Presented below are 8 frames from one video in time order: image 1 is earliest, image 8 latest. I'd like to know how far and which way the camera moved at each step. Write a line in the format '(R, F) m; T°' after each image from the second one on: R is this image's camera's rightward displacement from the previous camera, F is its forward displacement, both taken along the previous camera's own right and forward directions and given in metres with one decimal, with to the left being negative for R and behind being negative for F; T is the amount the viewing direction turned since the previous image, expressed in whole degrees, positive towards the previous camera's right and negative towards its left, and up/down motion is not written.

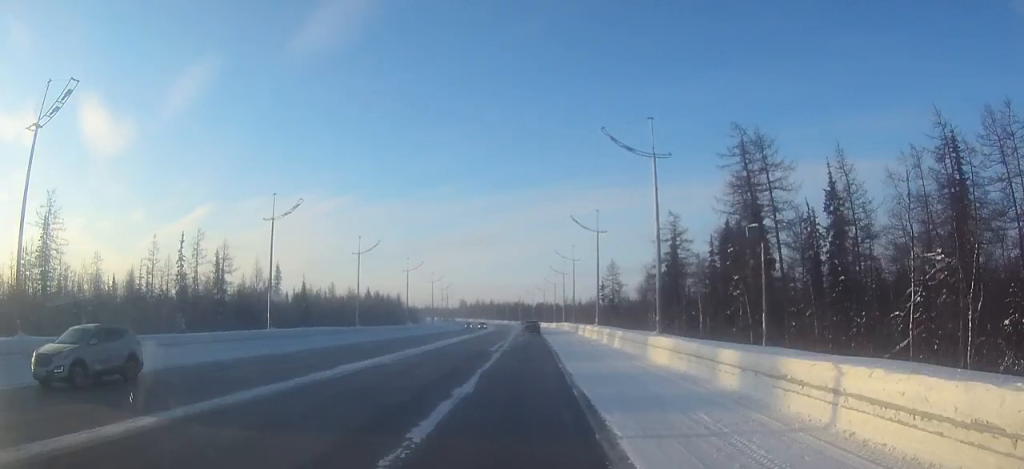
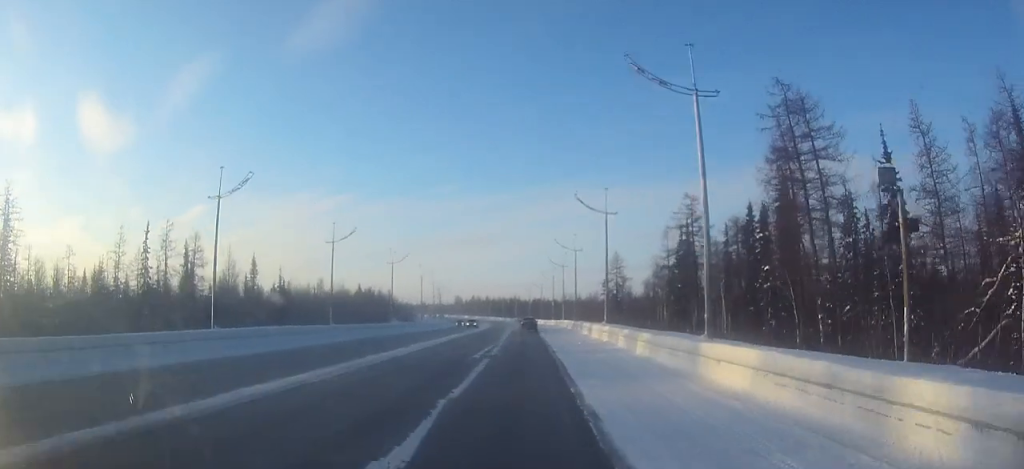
(0.0, +8.2) m; 0°
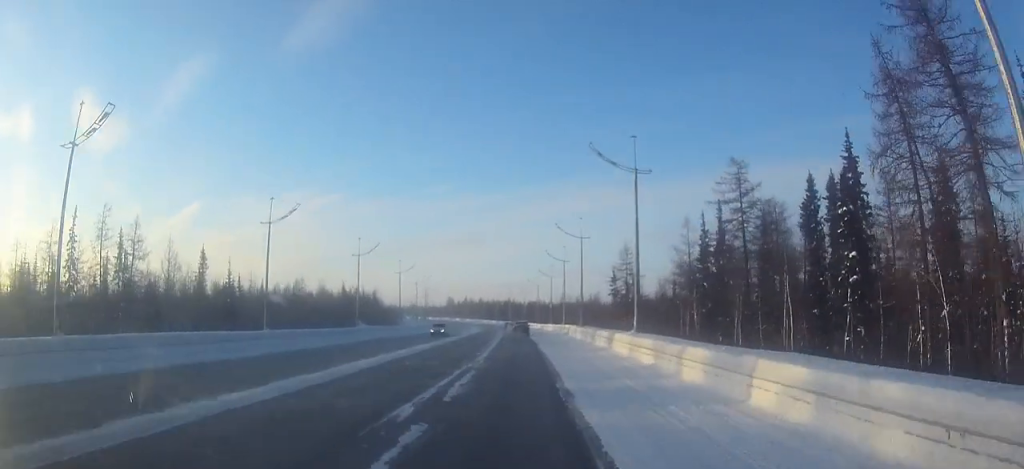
(0.0, +14.6) m; 0°
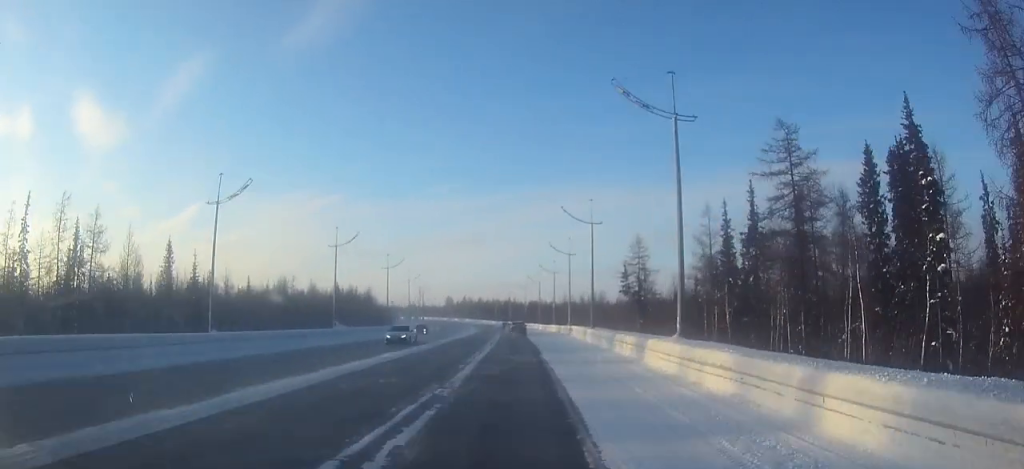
(0.0, +8.8) m; 0°
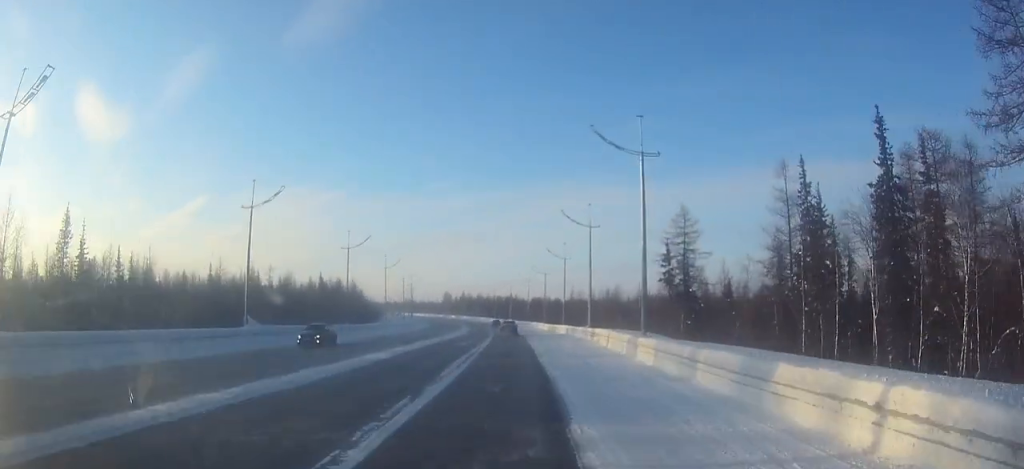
(-0.1, +20.6) m; -1°
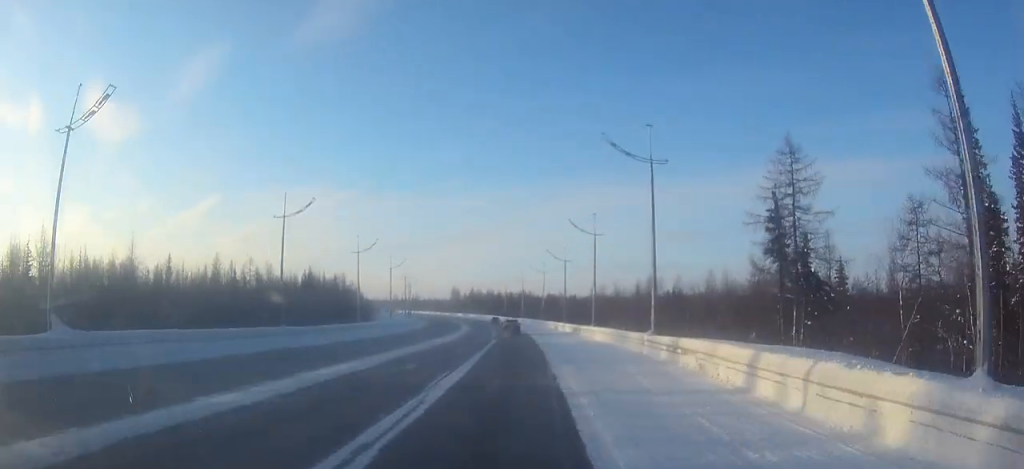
(-0.2, +21.3) m; -1°
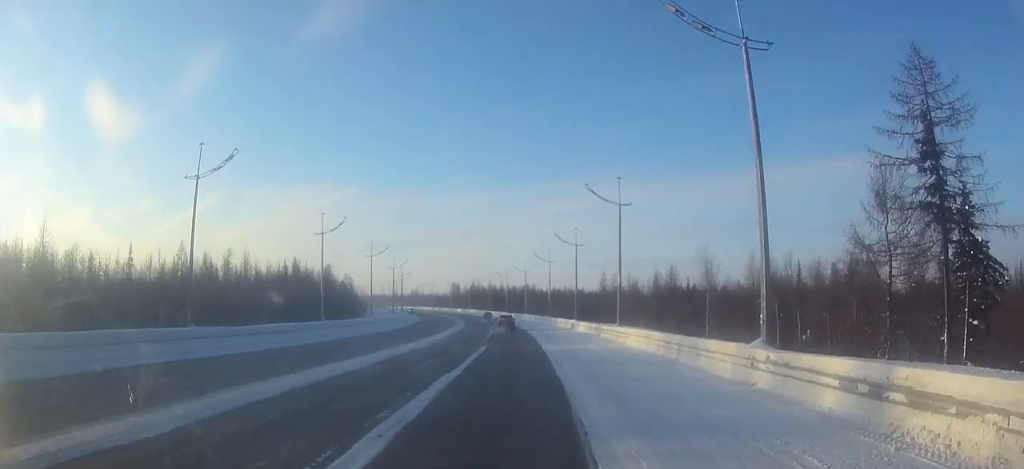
(-0.1, +13.7) m; 0°
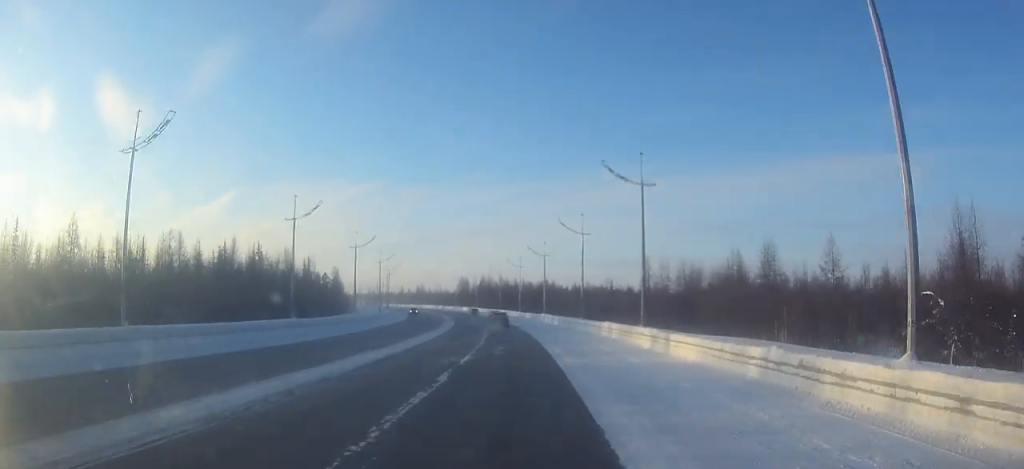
(-0.4, +32.4) m; -2°
